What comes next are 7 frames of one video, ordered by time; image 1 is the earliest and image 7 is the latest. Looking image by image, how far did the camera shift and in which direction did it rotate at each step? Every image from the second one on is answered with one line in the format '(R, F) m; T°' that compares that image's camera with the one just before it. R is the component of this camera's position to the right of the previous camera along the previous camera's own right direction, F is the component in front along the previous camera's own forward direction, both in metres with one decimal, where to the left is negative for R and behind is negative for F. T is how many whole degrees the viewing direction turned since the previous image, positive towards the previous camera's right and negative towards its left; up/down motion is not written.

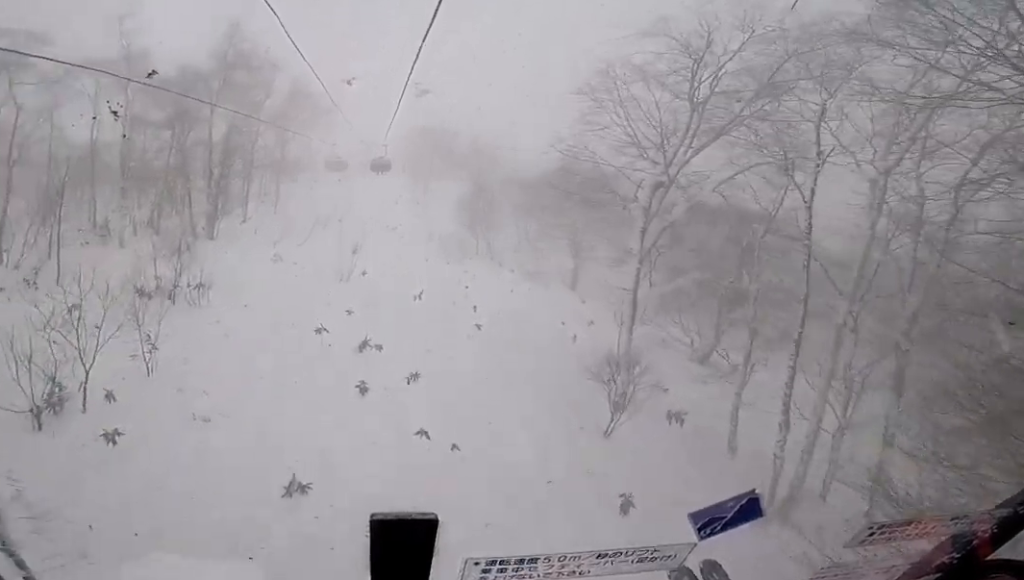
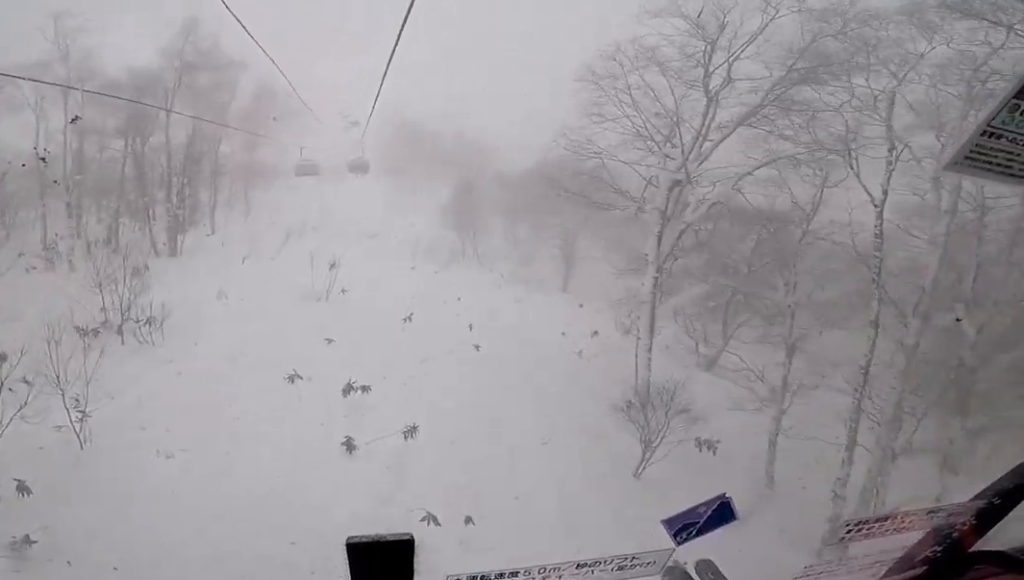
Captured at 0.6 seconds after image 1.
(+0.3, +2.5) m; -1°
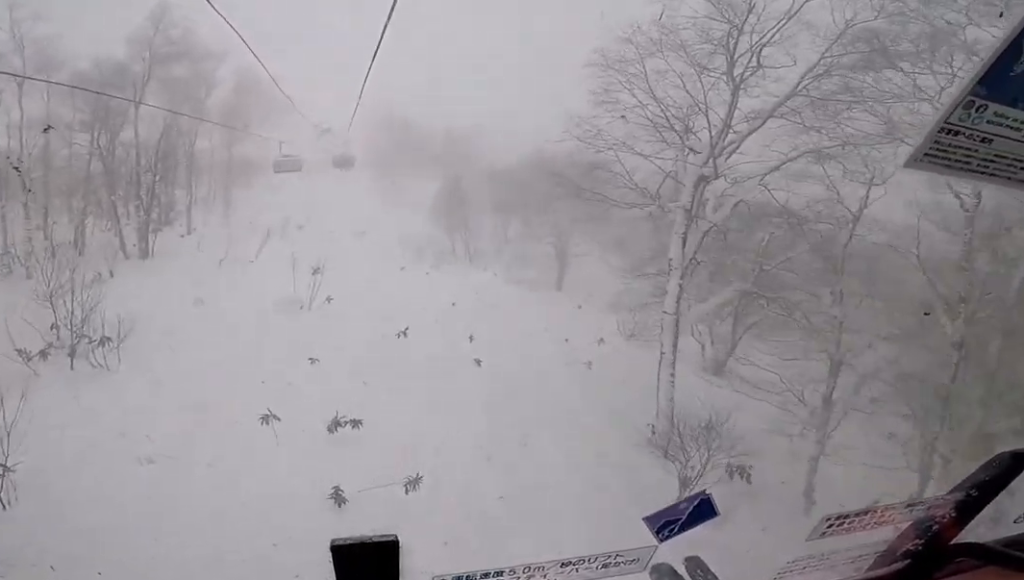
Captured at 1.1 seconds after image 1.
(-0.3, +2.0) m; -4°
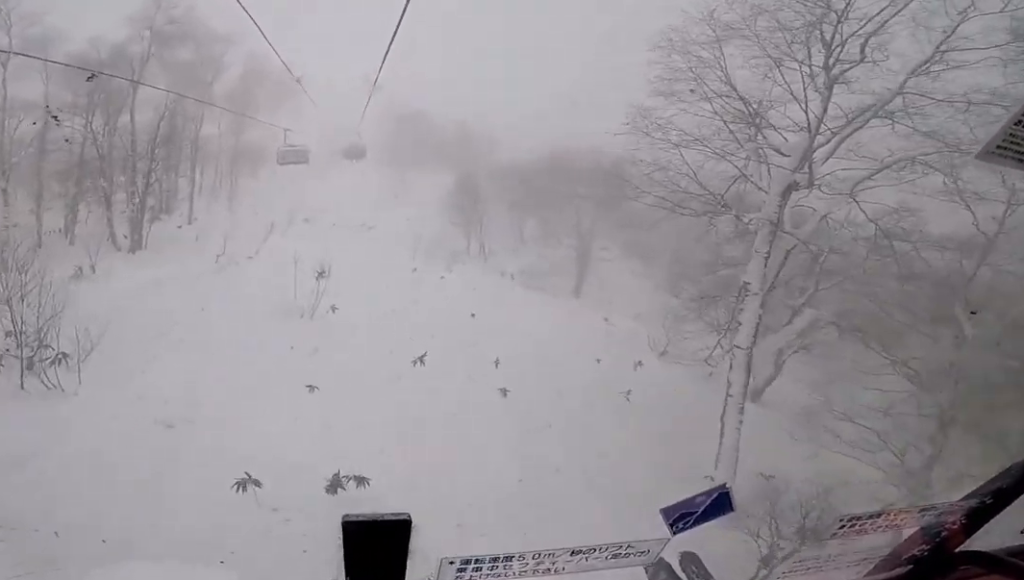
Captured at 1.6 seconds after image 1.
(-0.2, +2.4) m; -3°
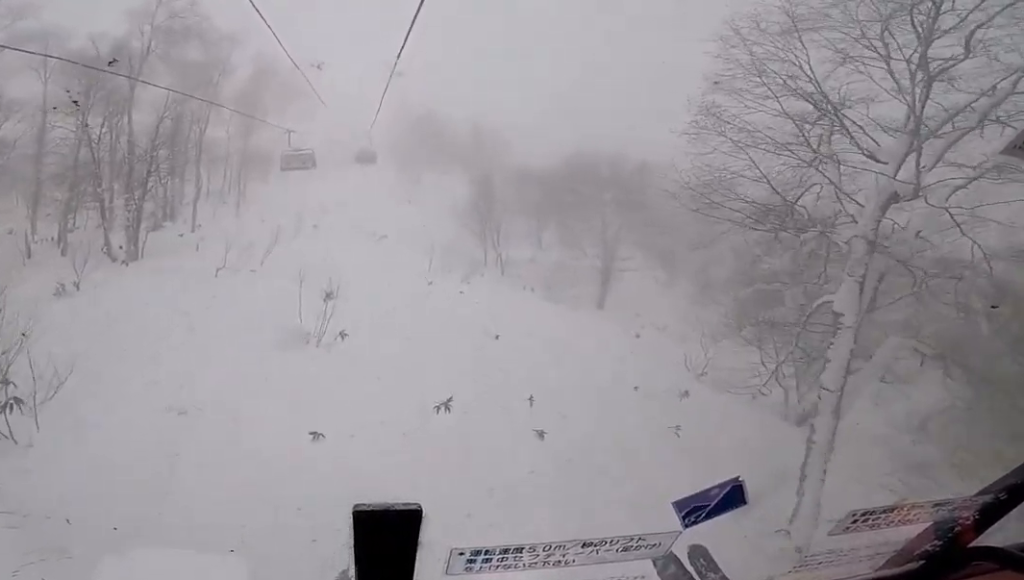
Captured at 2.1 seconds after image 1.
(0.0, +2.0) m; +4°
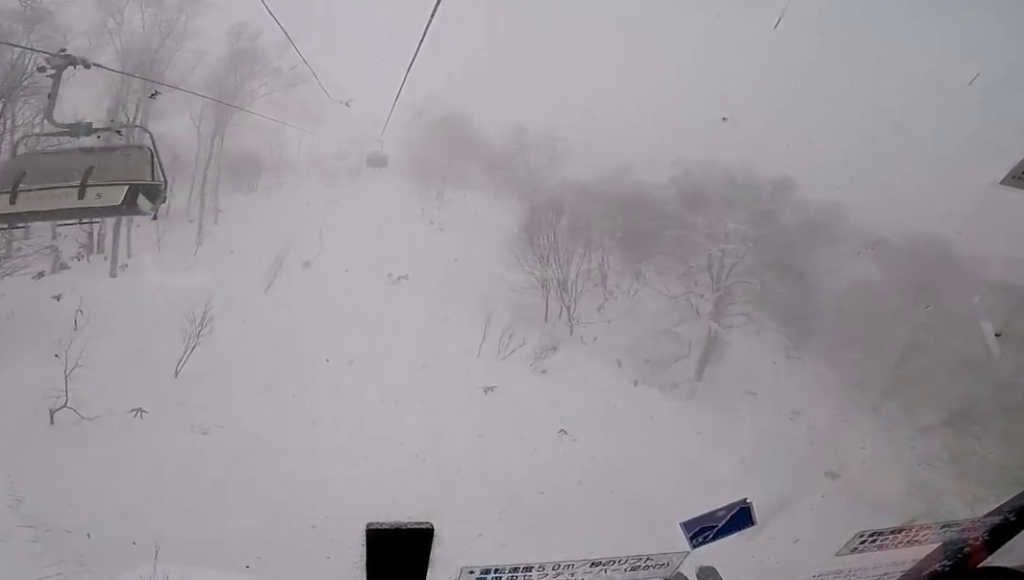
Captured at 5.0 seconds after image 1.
(+0.8, +12.7) m; +4°
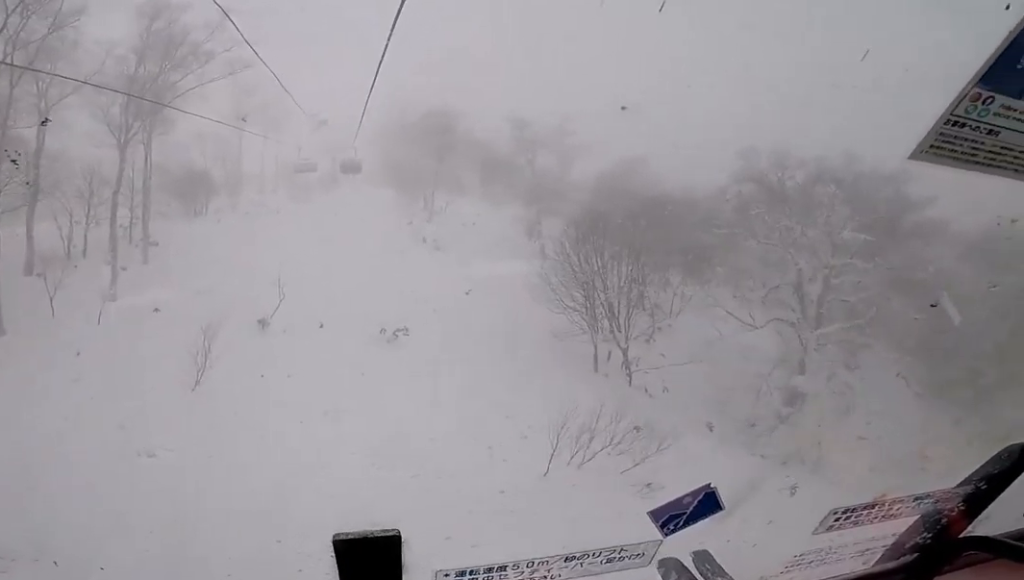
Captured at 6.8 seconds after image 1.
(-0.5, +8.2) m; -6°
